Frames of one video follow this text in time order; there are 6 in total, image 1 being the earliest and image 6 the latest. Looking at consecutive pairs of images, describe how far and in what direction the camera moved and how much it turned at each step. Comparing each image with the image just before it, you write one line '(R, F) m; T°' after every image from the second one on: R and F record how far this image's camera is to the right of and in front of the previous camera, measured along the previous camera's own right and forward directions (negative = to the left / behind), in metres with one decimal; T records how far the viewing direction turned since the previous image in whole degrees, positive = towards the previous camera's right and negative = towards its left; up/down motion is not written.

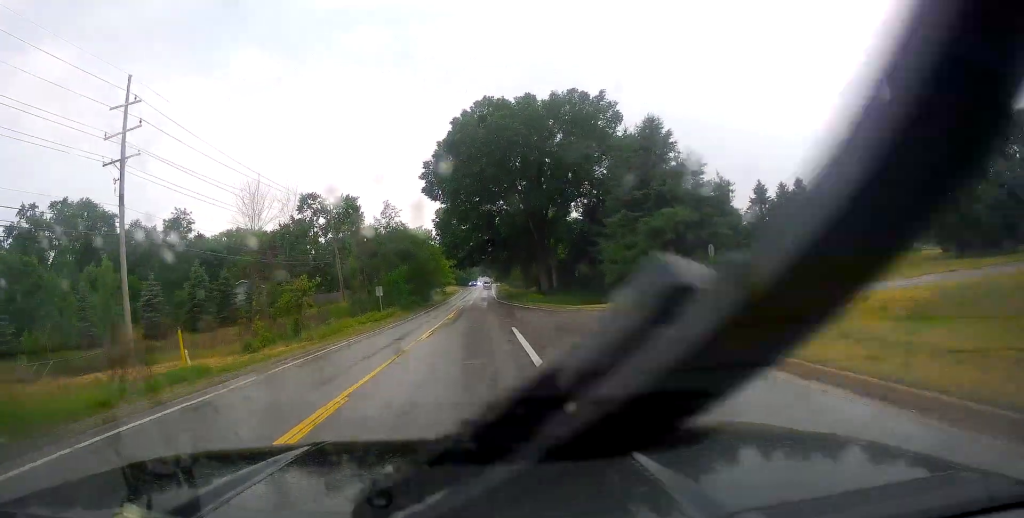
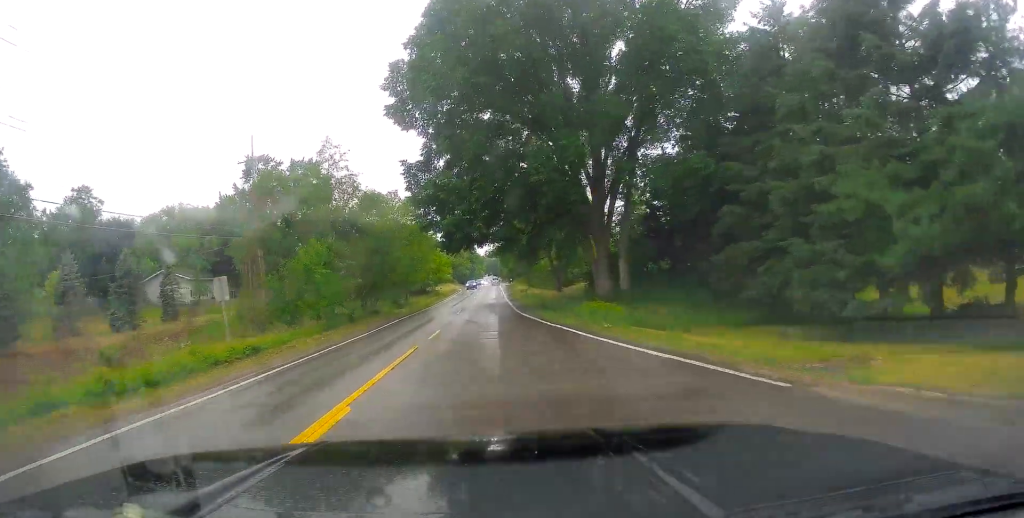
(-0.4, +32.5) m; -1°
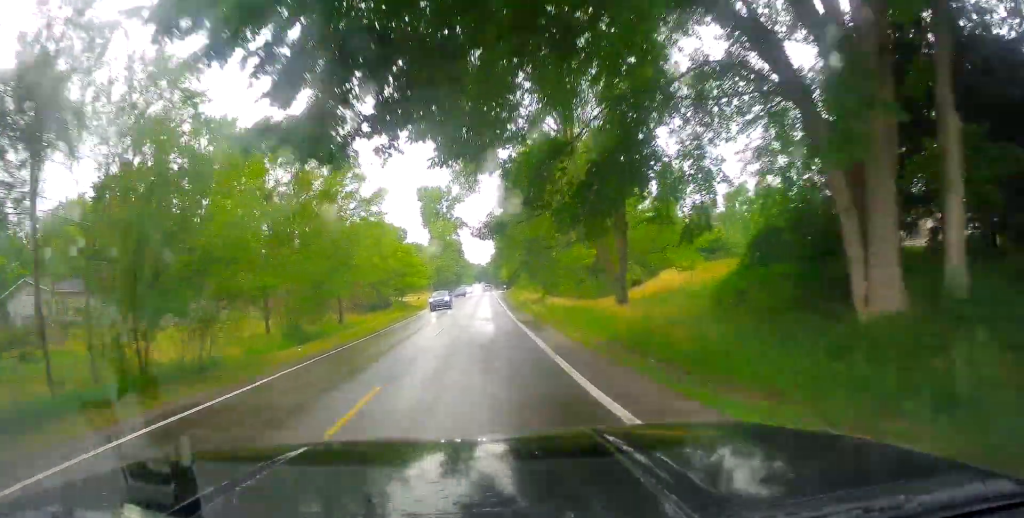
(-0.1, +28.9) m; 0°
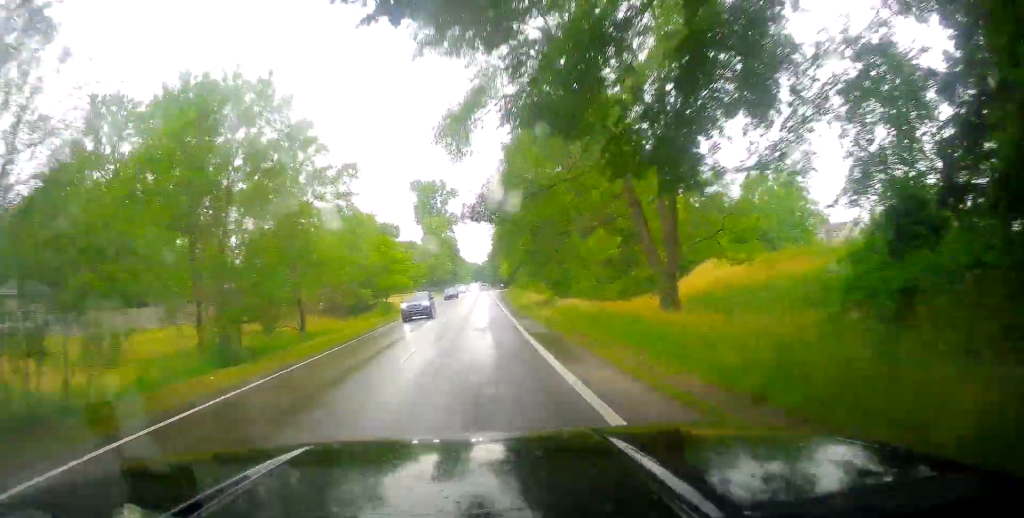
(0.0, +8.1) m; 0°
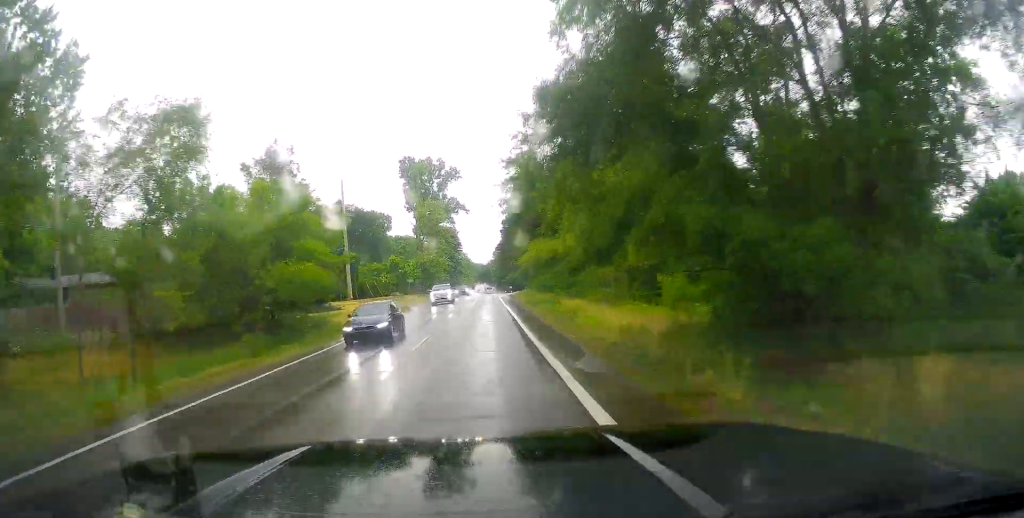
(0.0, +27.7) m; 0°
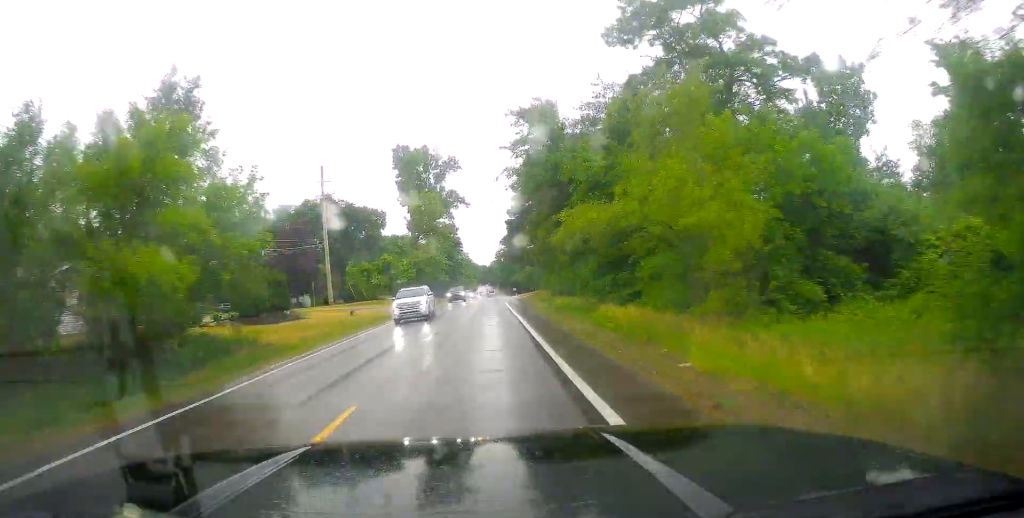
(0.0, +11.9) m; +1°
